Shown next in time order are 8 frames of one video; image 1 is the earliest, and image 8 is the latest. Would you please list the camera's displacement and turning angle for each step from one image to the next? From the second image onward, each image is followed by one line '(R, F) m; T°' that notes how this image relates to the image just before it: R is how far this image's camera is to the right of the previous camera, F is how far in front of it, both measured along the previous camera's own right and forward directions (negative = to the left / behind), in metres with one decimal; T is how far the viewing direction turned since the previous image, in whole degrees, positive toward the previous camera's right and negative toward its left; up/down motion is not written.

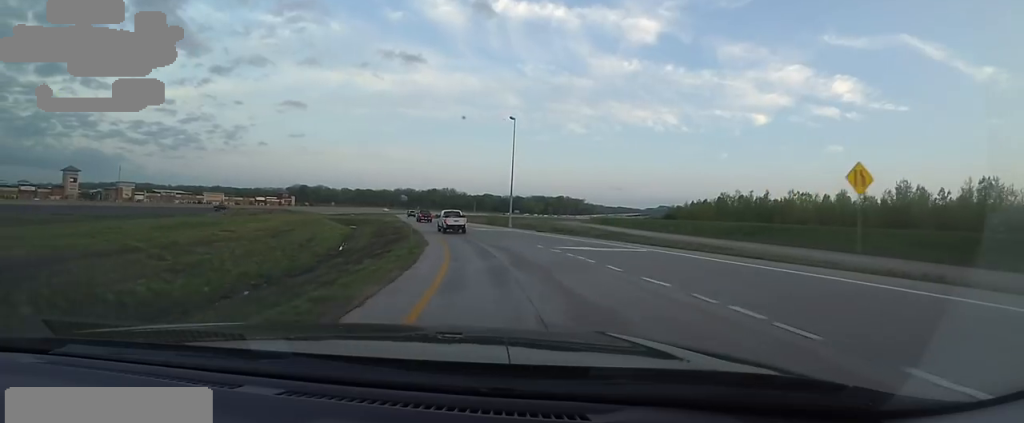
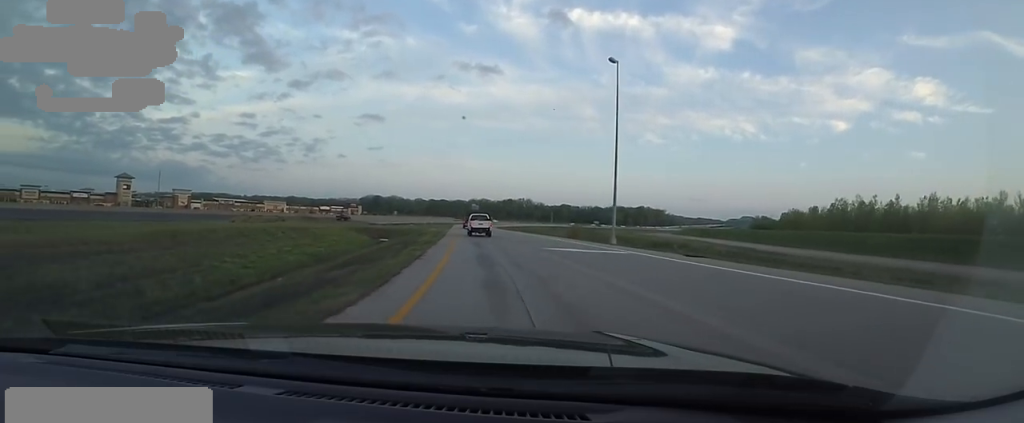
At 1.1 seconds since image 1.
(-2.8, +25.5) m; -6°
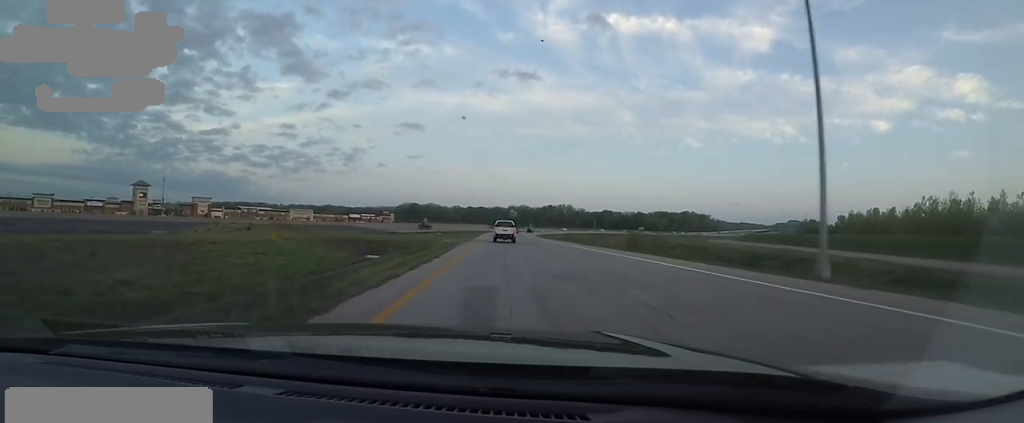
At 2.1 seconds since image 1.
(+0.5, +21.9) m; -2°
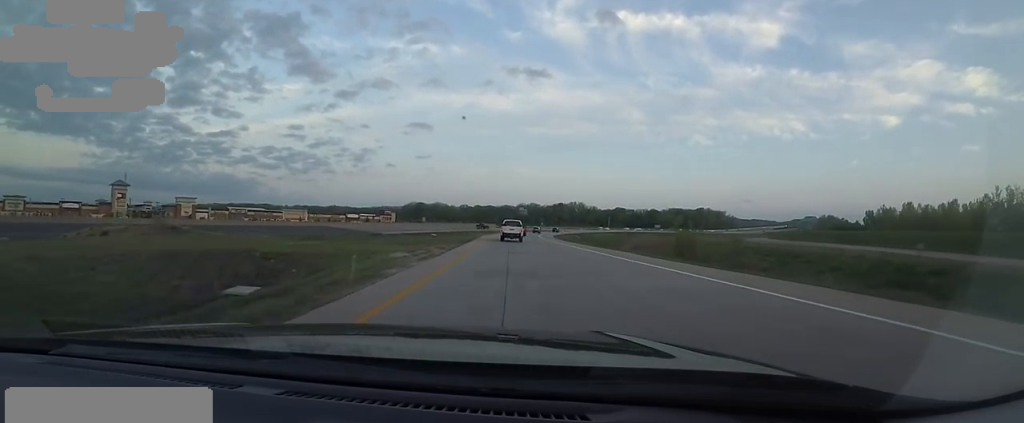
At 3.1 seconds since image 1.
(-1.3, +23.6) m; -5°
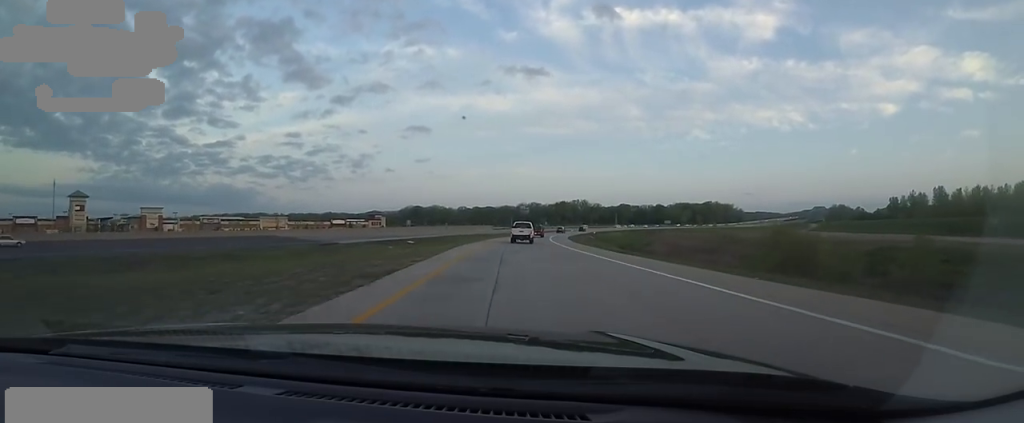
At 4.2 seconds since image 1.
(-0.7, +27.3) m; 0°
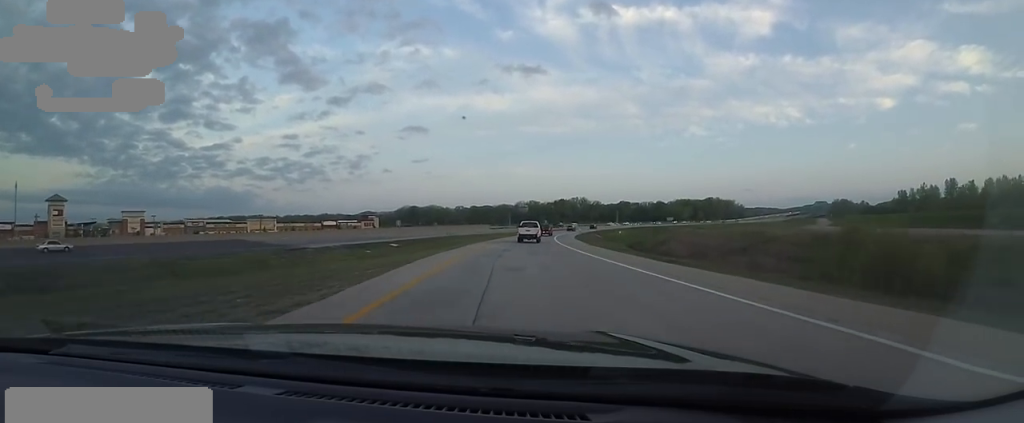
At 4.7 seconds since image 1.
(+0.2, +11.1) m; +2°
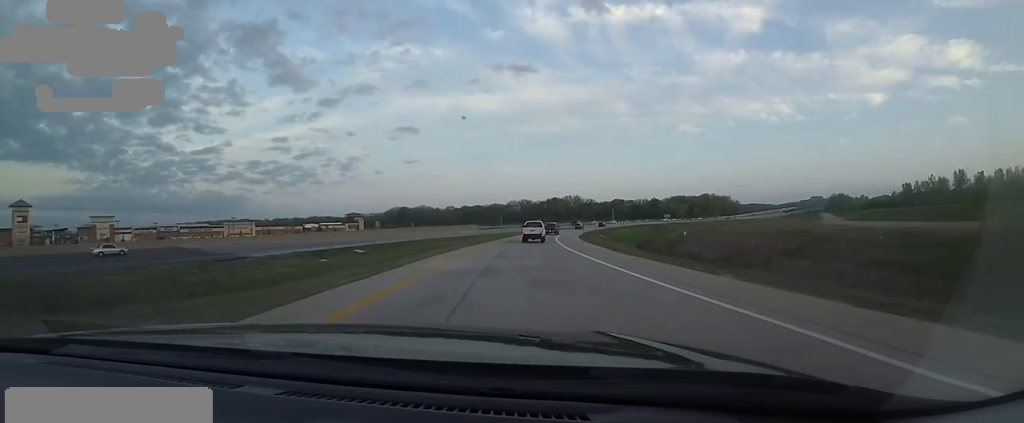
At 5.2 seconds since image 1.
(+0.2, +13.5) m; +2°
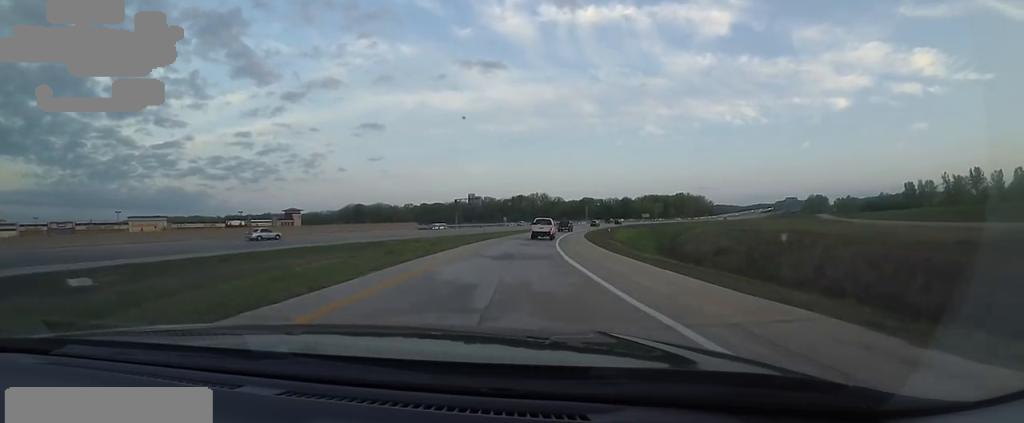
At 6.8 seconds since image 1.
(+0.4, +37.9) m; +3°
